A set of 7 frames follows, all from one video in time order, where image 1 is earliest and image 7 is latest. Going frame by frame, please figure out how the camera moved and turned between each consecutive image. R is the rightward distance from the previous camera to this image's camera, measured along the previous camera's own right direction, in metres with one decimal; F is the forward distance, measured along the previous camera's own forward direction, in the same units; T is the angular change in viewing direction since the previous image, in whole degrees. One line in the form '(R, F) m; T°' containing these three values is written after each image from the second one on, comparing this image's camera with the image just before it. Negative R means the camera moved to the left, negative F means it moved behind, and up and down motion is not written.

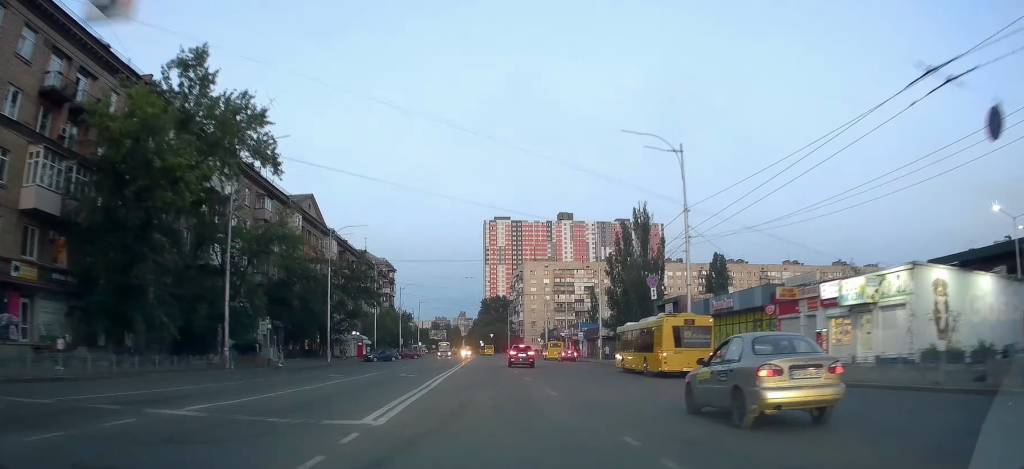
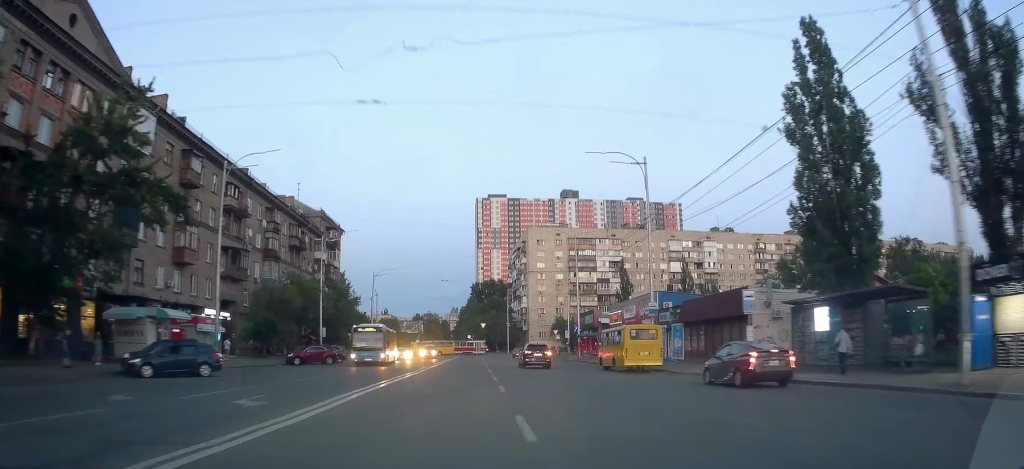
(-1.0, +50.8) m; +1°
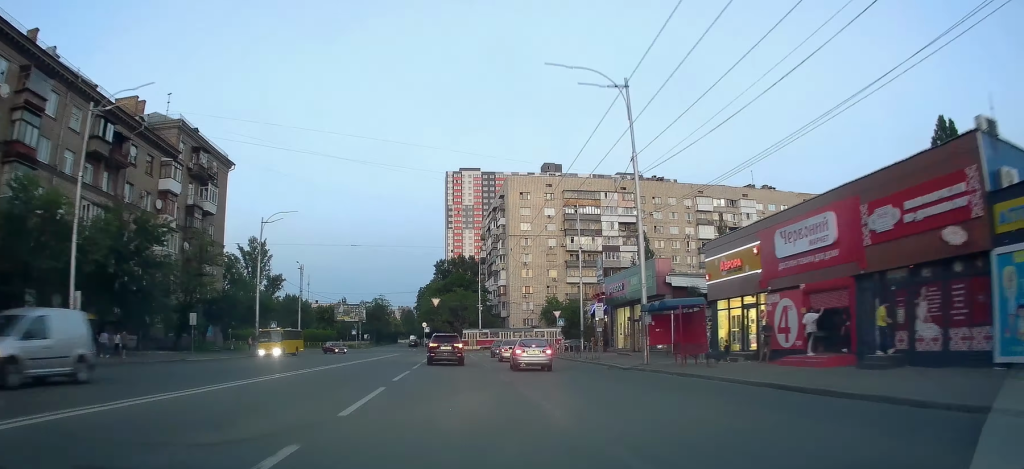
(+1.2, +37.3) m; +5°
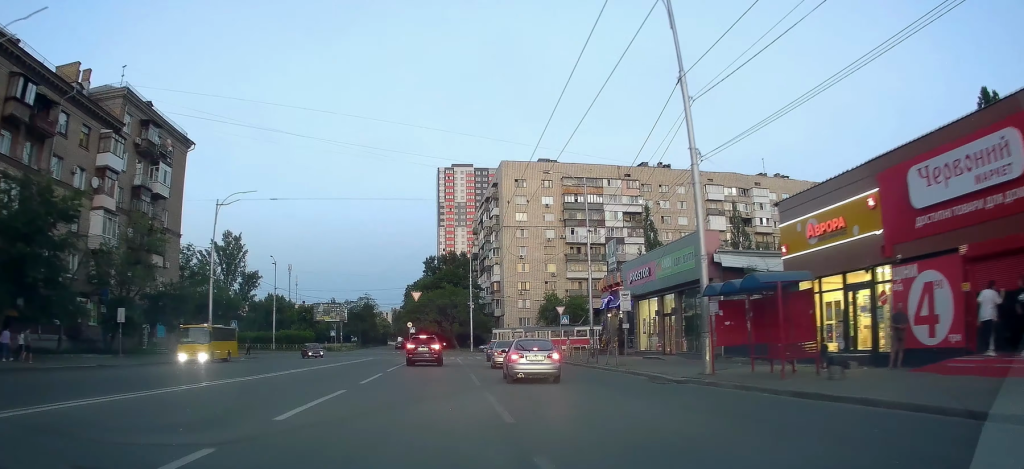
(+0.2, +9.8) m; +3°
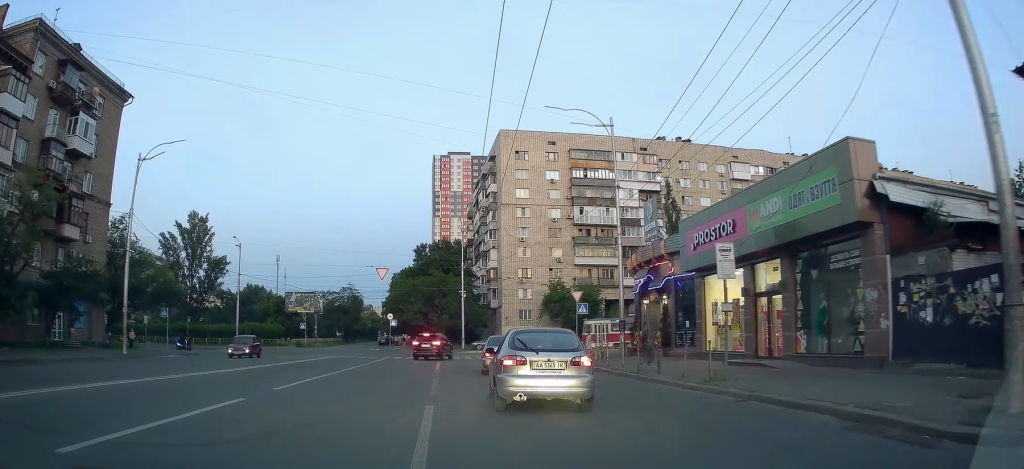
(+0.9, +15.8) m; +4°
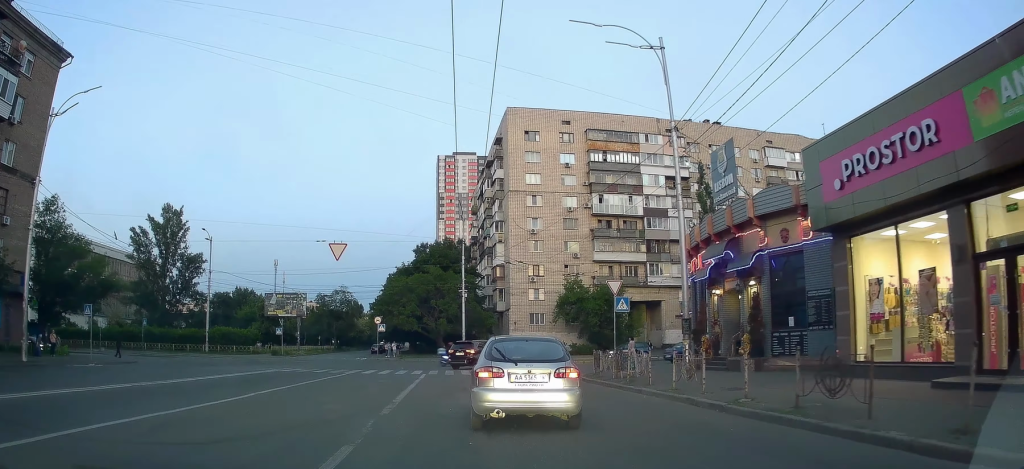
(+0.1, +16.6) m; -4°
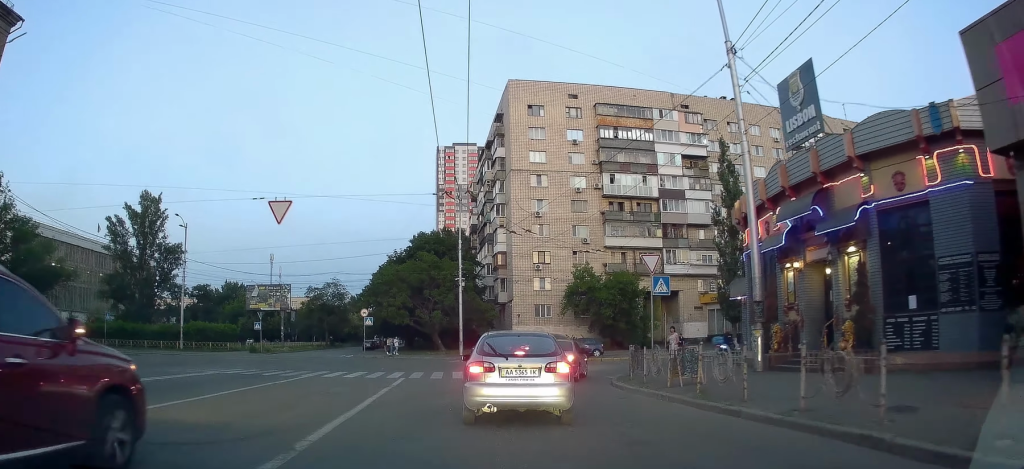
(-0.3, +7.0) m; -6°
